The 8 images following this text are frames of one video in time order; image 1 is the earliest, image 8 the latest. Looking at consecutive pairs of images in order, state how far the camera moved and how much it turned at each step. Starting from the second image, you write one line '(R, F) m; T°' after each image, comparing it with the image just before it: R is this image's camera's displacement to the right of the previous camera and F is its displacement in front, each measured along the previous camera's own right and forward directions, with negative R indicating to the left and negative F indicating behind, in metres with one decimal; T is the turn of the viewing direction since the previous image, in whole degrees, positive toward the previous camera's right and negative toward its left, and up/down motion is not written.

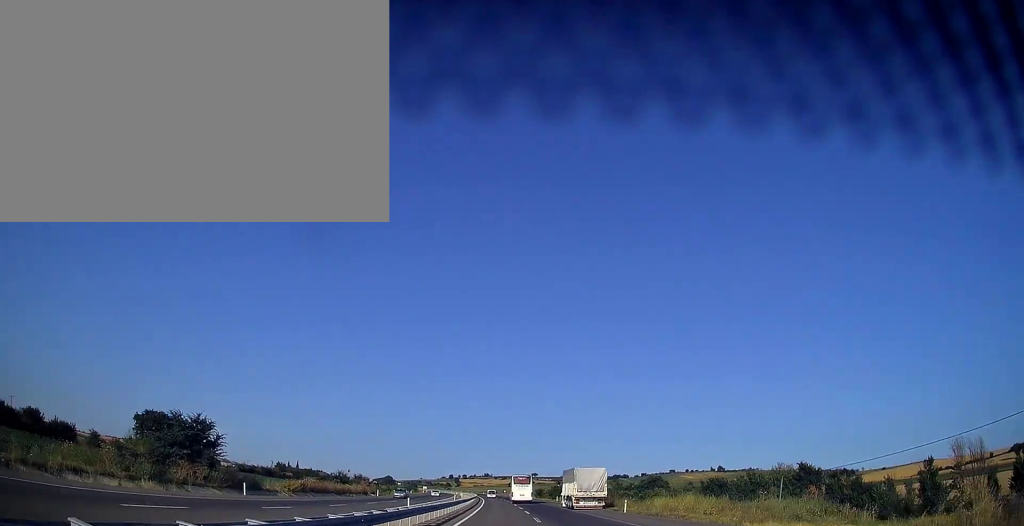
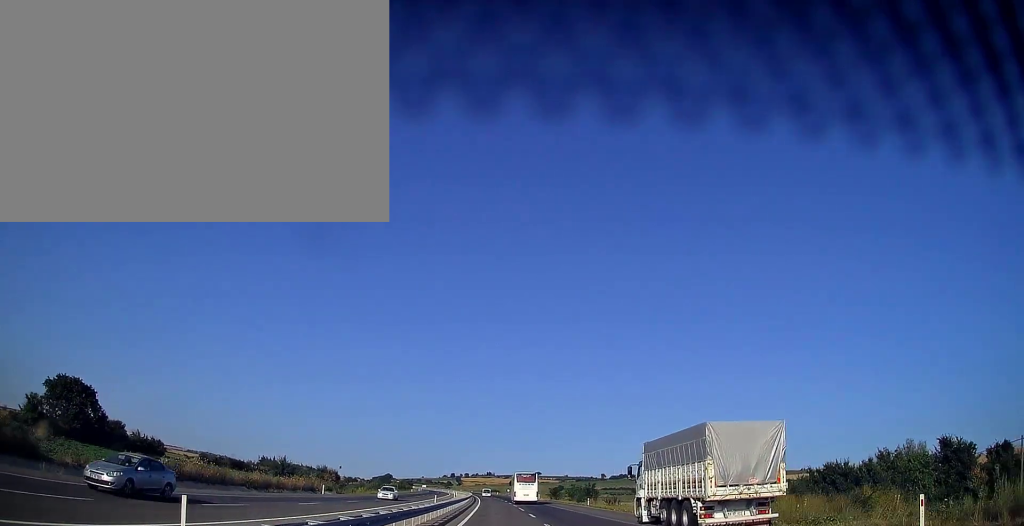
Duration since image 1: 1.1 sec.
(+0.2, +31.3) m; 0°
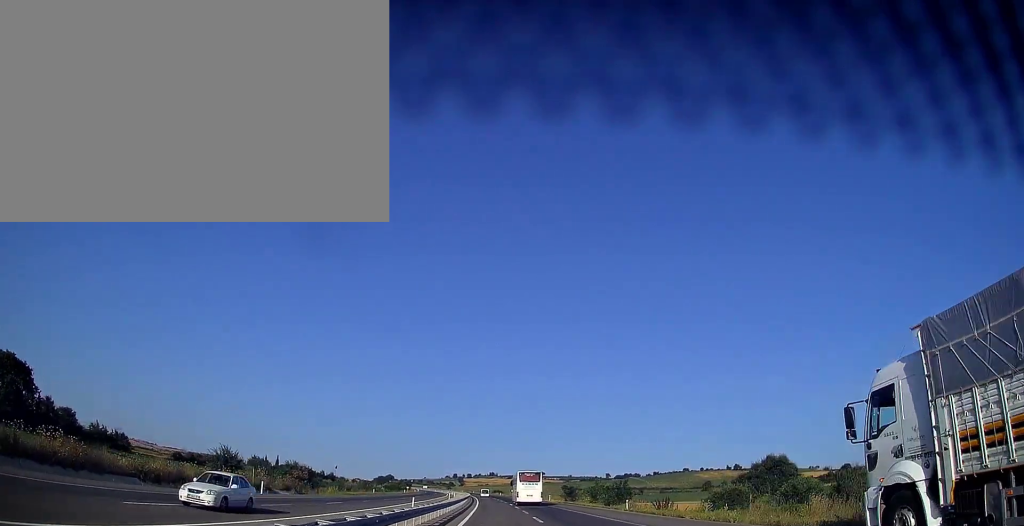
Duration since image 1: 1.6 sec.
(0.0, +16.6) m; 0°
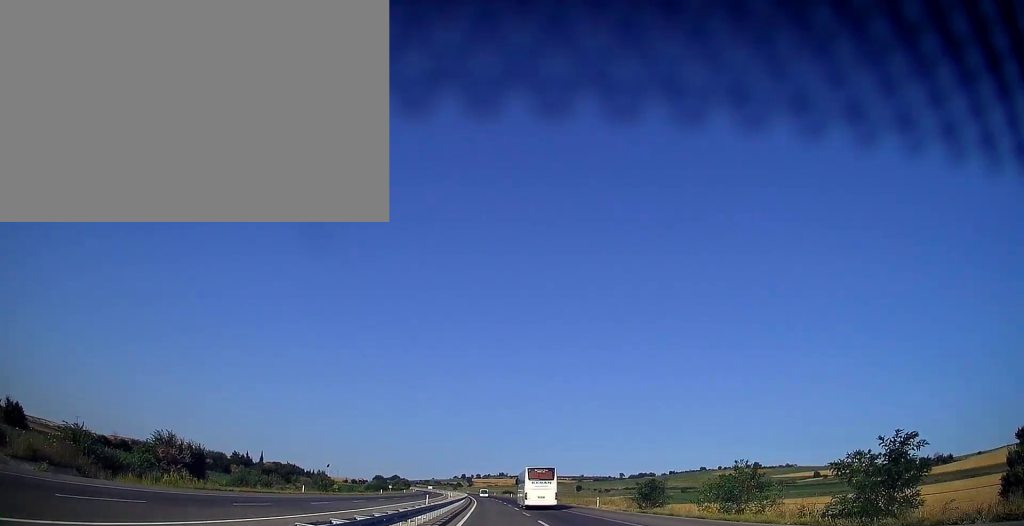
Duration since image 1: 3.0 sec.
(-0.4, +40.1) m; -1°
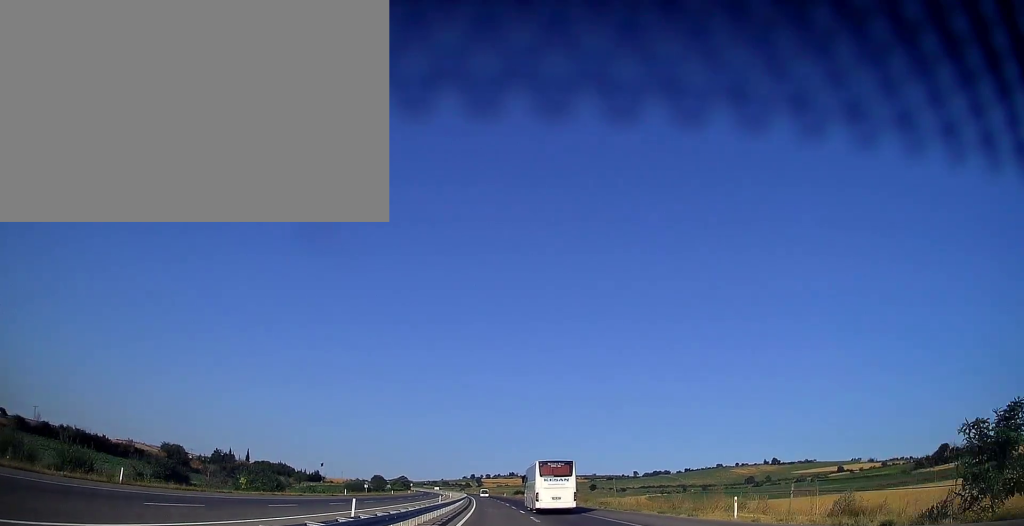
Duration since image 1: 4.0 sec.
(-0.3, +30.4) m; -1°
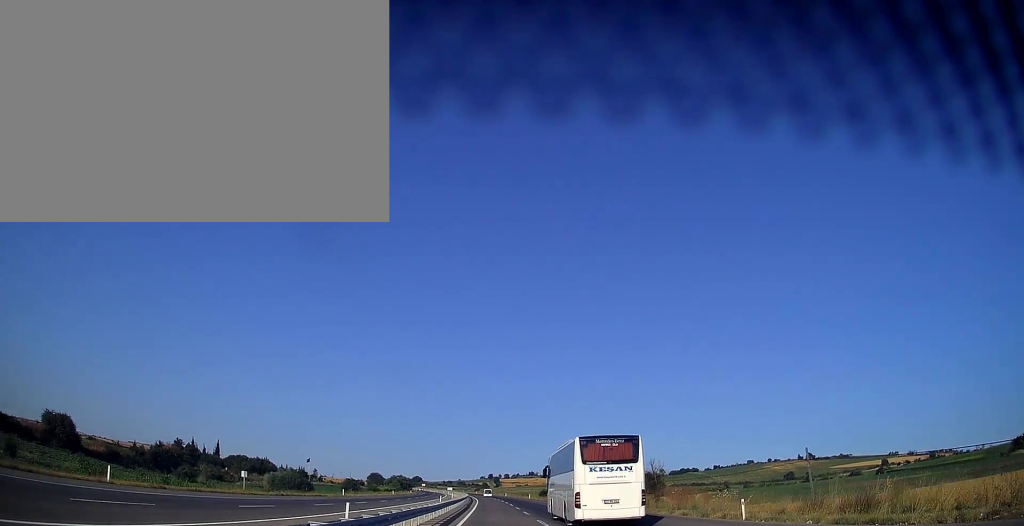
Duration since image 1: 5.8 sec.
(-0.8, +52.8) m; -2°
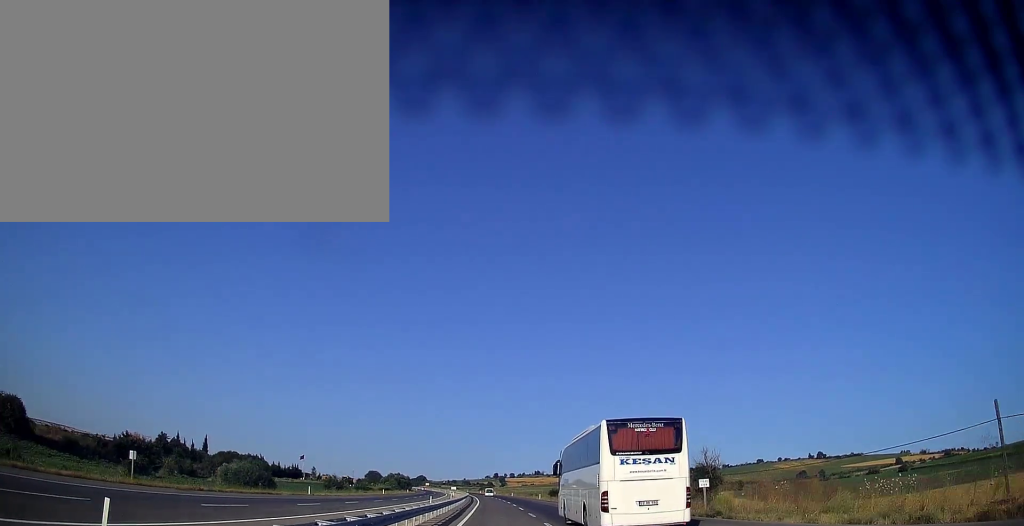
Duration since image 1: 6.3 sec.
(-0.1, +14.7) m; 0°
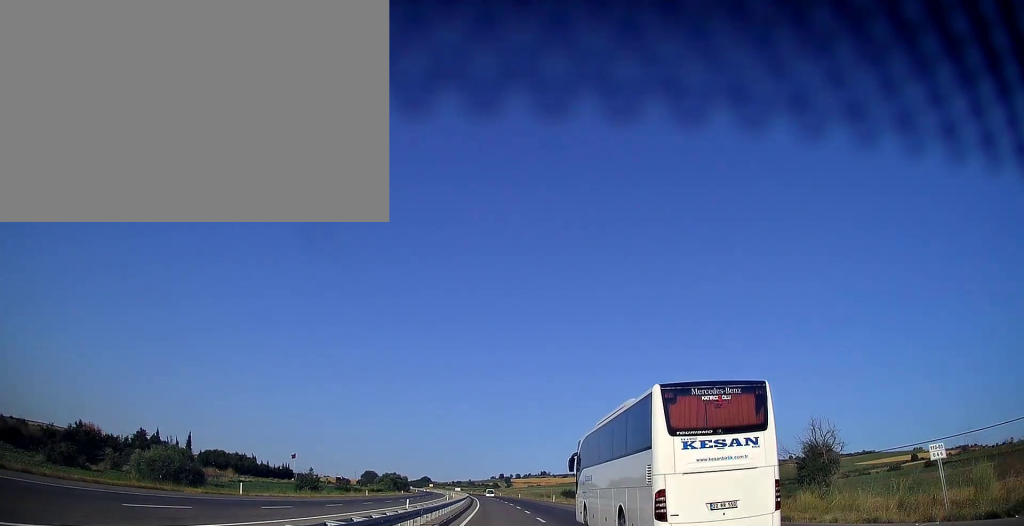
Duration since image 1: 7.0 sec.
(0.0, +18.6) m; -1°
